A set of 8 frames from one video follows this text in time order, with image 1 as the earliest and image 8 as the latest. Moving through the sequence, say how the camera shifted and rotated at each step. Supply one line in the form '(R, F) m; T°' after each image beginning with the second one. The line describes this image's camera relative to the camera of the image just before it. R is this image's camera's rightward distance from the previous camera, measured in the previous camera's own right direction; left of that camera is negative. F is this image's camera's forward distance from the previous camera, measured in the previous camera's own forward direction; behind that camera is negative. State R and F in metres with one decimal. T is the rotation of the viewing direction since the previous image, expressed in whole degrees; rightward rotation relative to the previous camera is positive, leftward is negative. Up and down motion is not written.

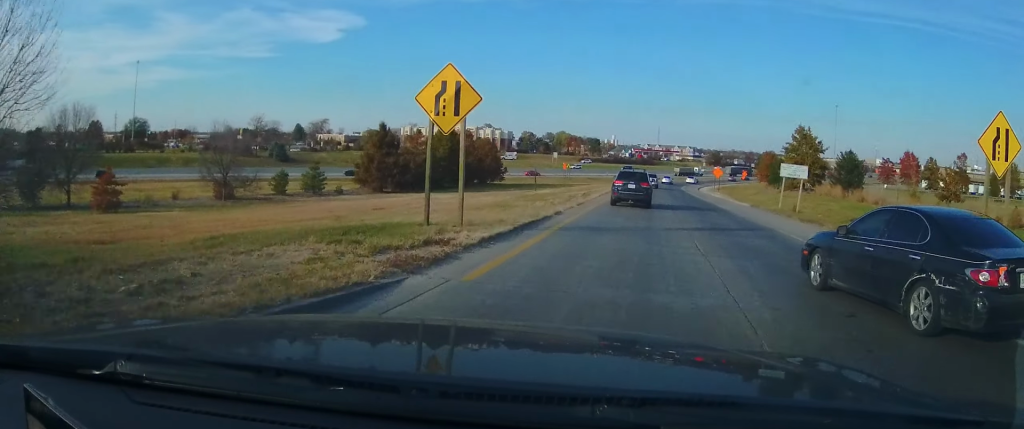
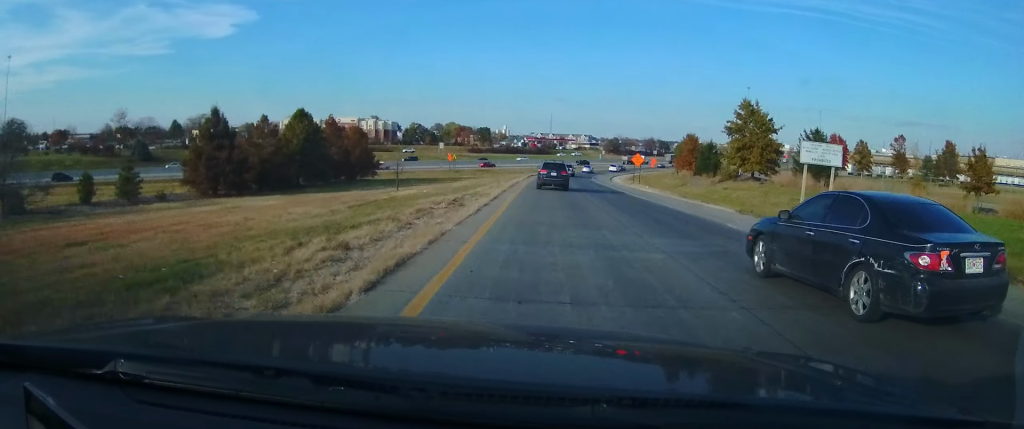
(+3.1, +19.4) m; +15°
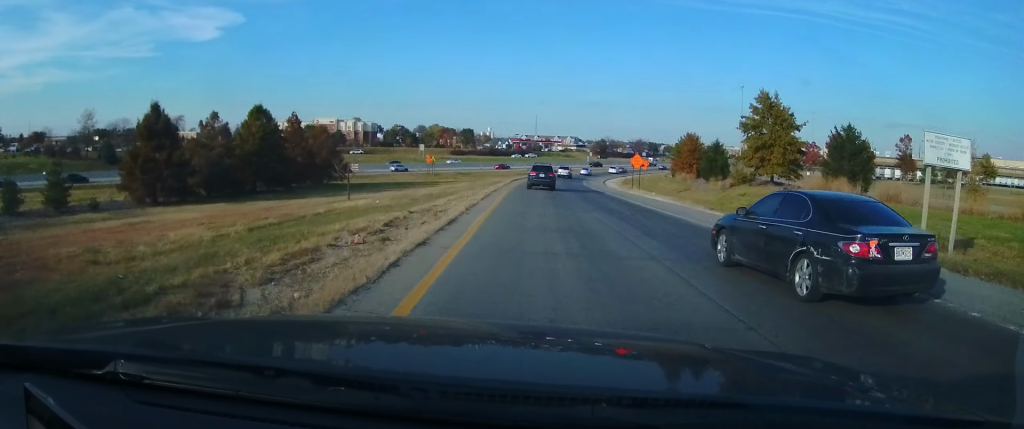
(+0.6, +10.9) m; +3°
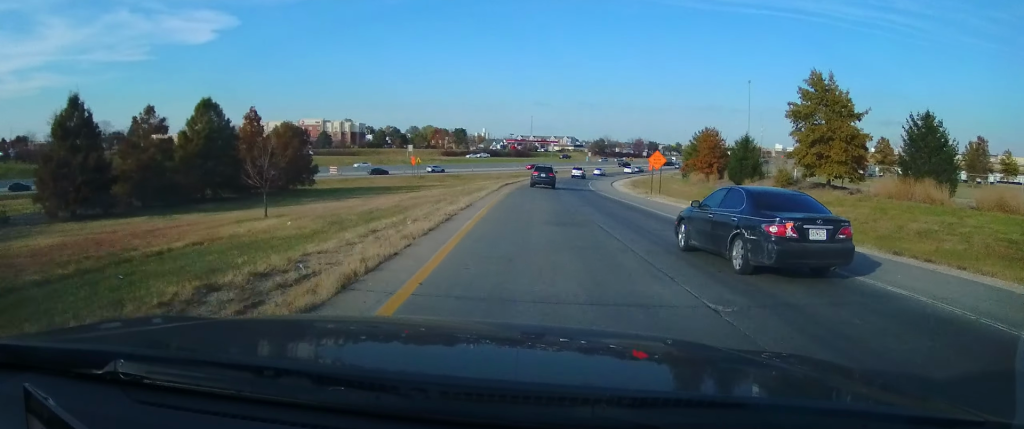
(+0.2, +13.6) m; +1°
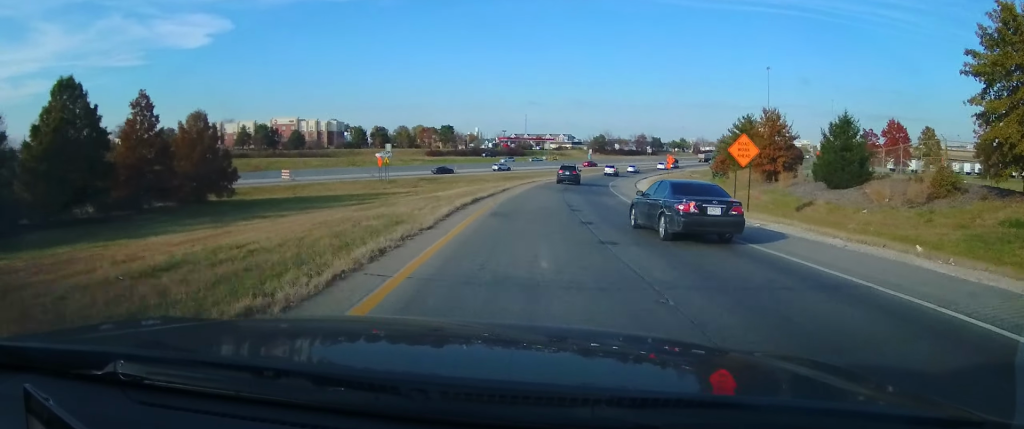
(-0.1, +24.3) m; 0°
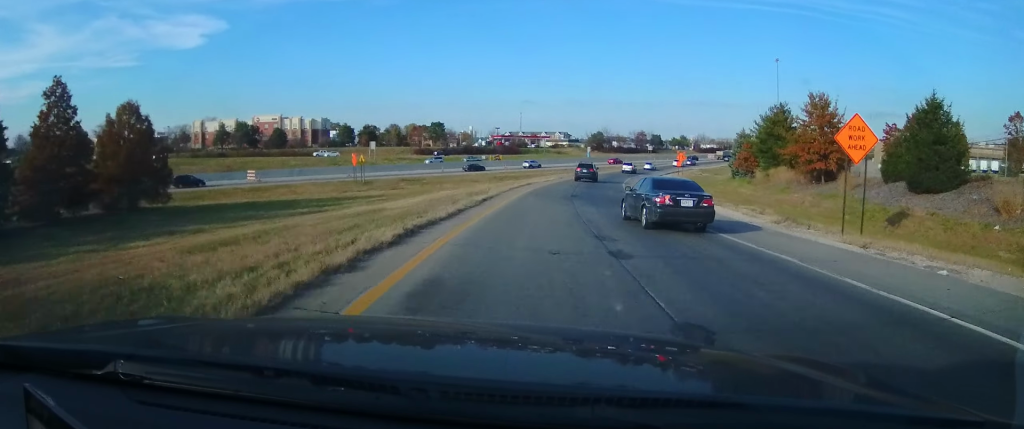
(0.0, +12.2) m; 0°
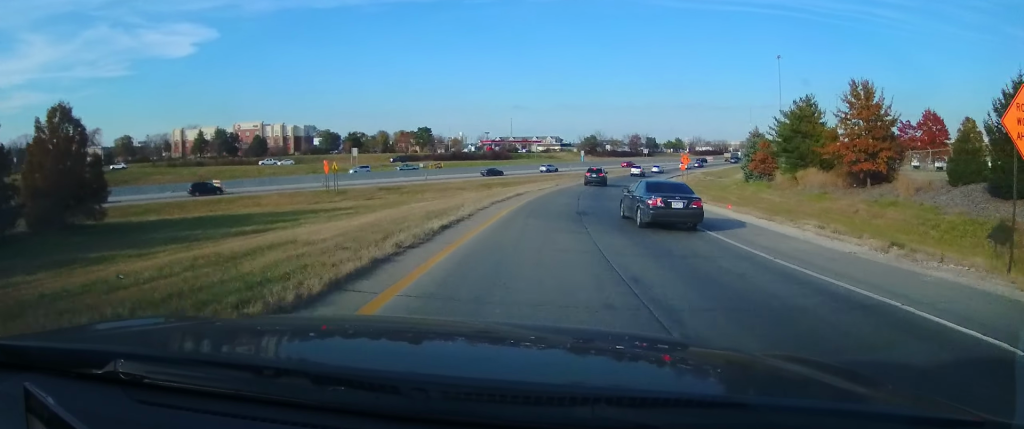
(0.0, +8.7) m; 0°
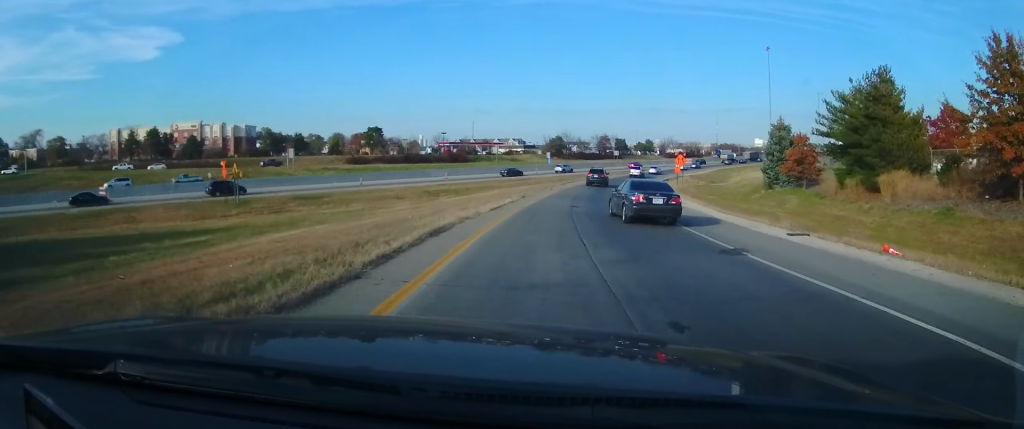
(+0.1, +18.7) m; +4°
